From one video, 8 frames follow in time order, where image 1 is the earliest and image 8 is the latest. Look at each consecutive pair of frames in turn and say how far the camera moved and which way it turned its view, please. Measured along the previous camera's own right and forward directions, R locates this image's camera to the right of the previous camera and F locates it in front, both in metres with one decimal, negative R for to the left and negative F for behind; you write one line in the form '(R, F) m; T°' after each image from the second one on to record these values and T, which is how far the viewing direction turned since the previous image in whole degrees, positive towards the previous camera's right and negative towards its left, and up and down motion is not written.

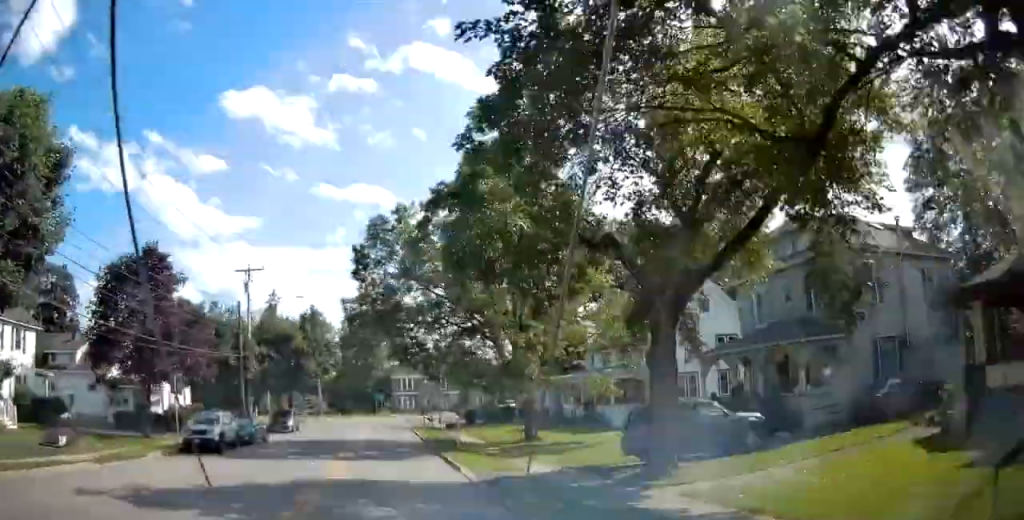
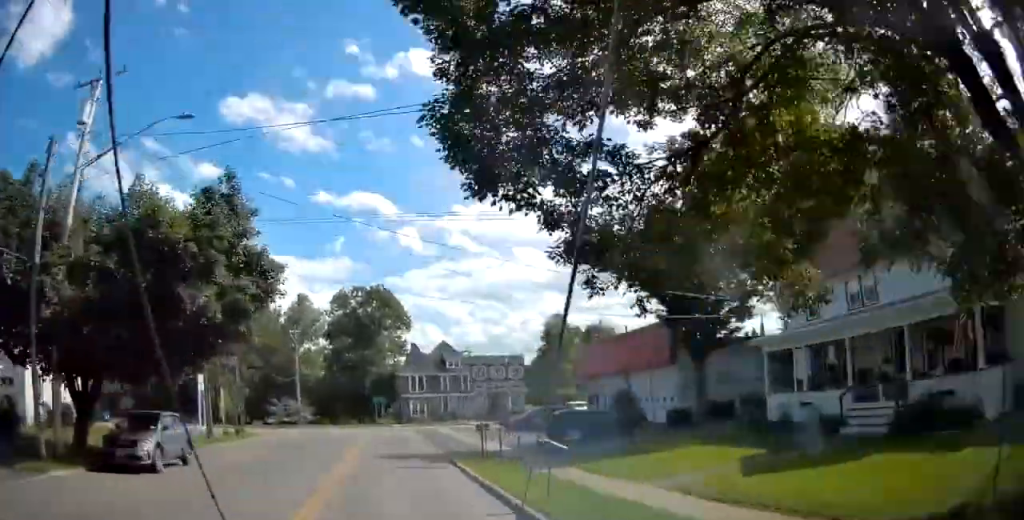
(+0.1, +20.6) m; 0°
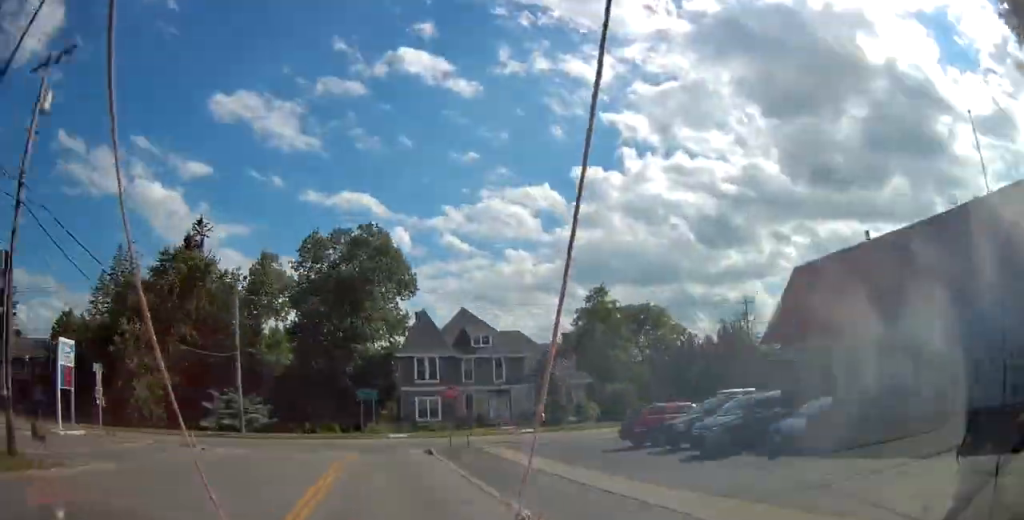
(+0.1, +20.1) m; 0°
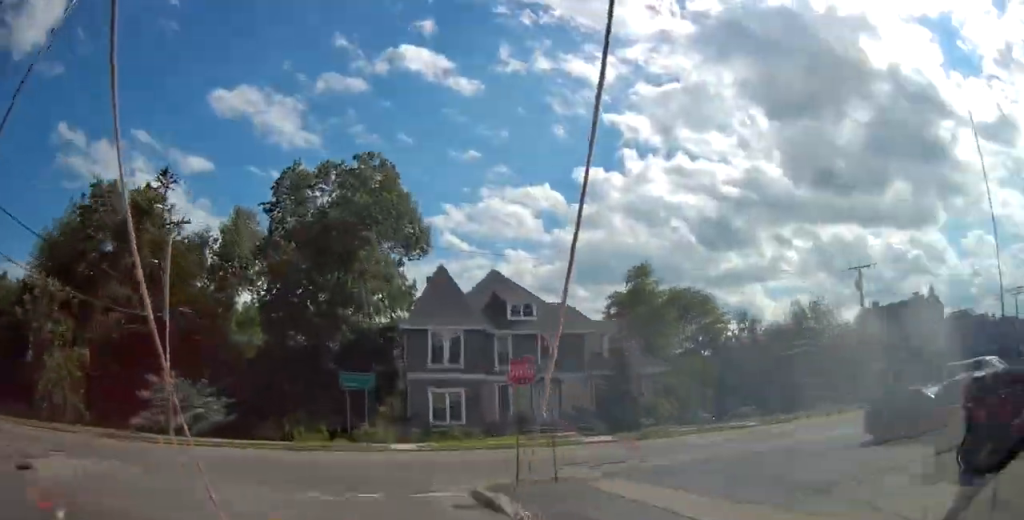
(0.0, +12.2) m; -1°
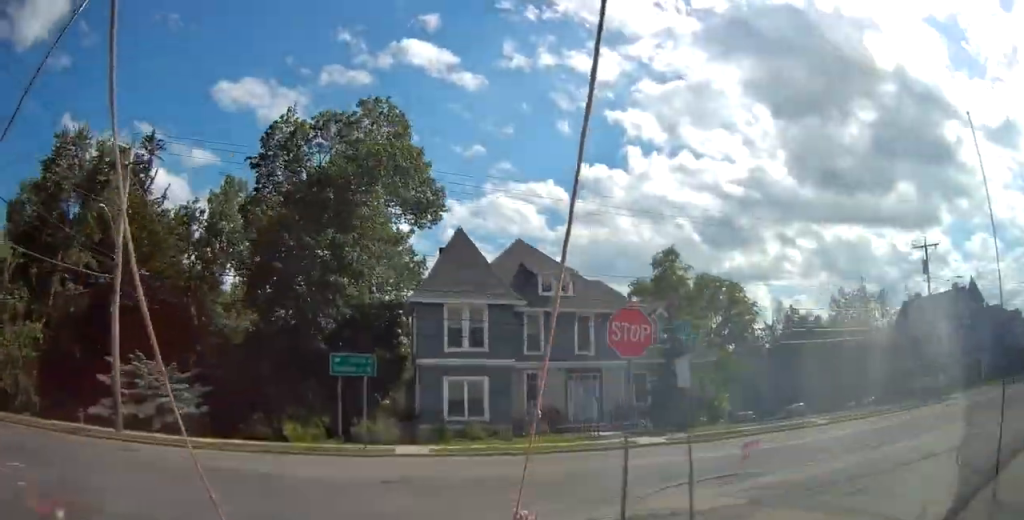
(+0.1, +6.0) m; -7°
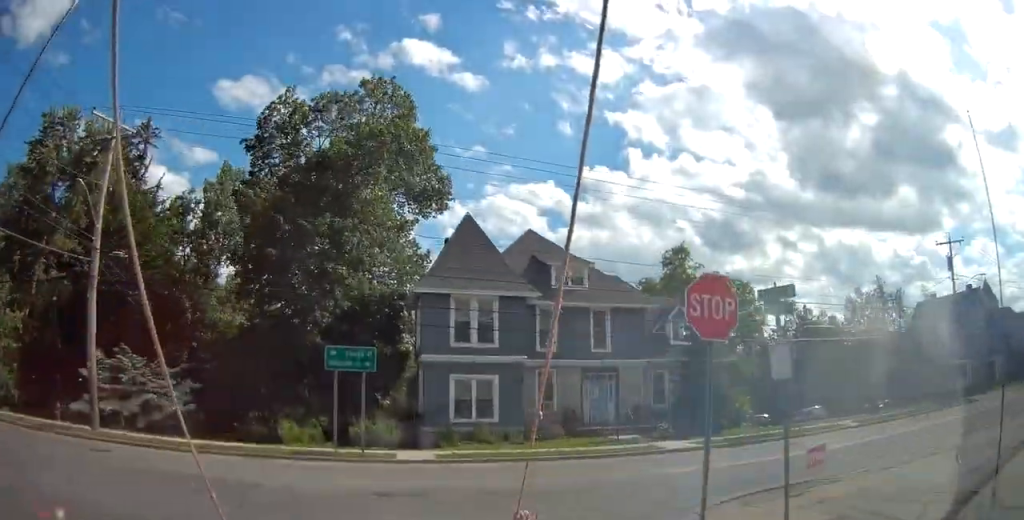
(+0.7, +6.3) m; -8°
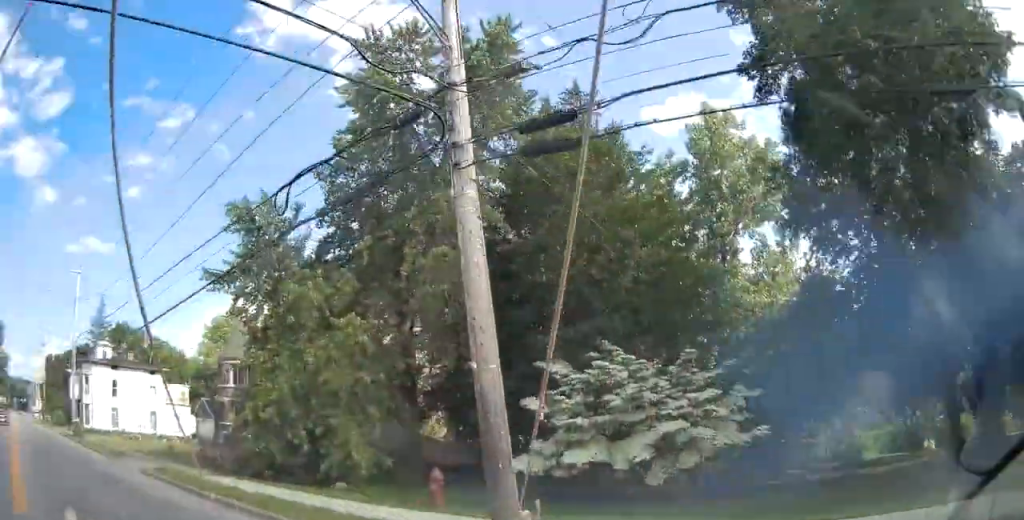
(-16.3, +18.3) m; -69°
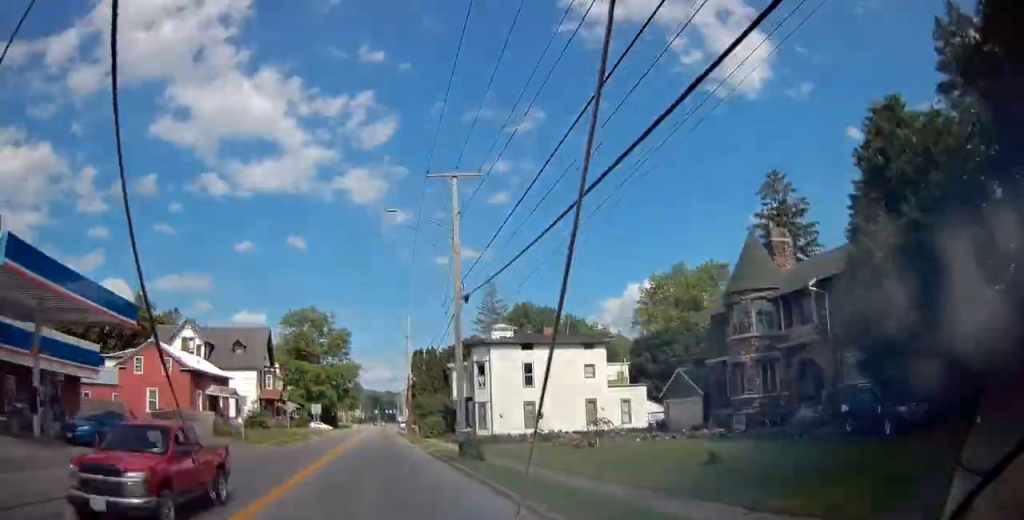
(-2.9, +21.5) m; -7°
